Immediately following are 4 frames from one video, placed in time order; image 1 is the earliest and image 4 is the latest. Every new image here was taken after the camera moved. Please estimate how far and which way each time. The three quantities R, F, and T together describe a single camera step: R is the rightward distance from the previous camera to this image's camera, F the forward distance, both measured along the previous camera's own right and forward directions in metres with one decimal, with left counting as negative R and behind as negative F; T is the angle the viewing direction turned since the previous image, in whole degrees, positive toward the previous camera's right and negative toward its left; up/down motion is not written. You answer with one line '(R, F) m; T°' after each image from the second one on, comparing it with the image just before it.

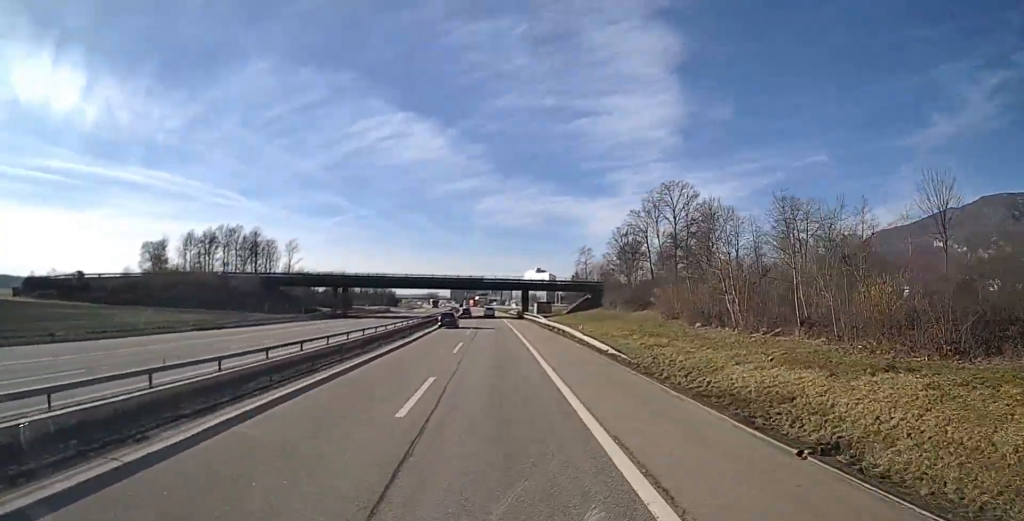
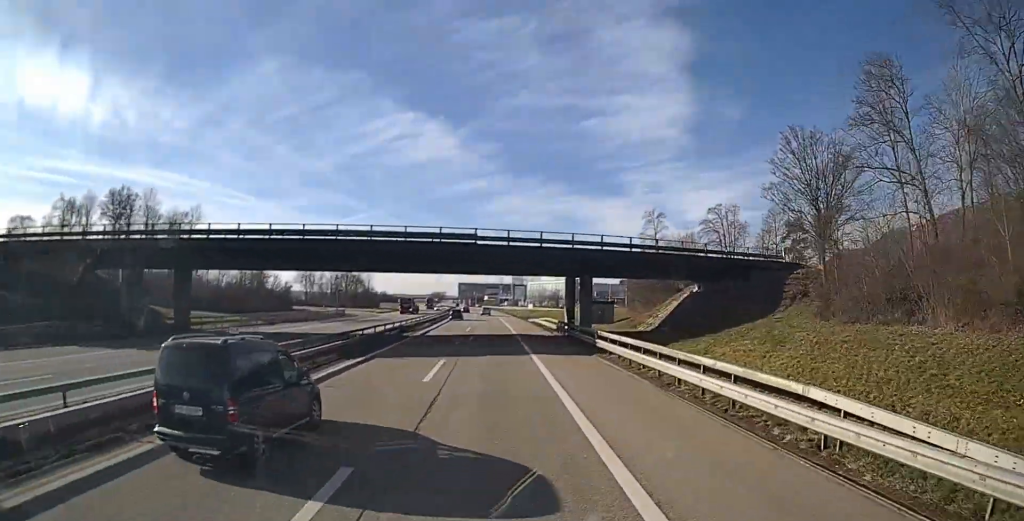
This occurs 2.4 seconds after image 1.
(-0.2, +55.0) m; -1°
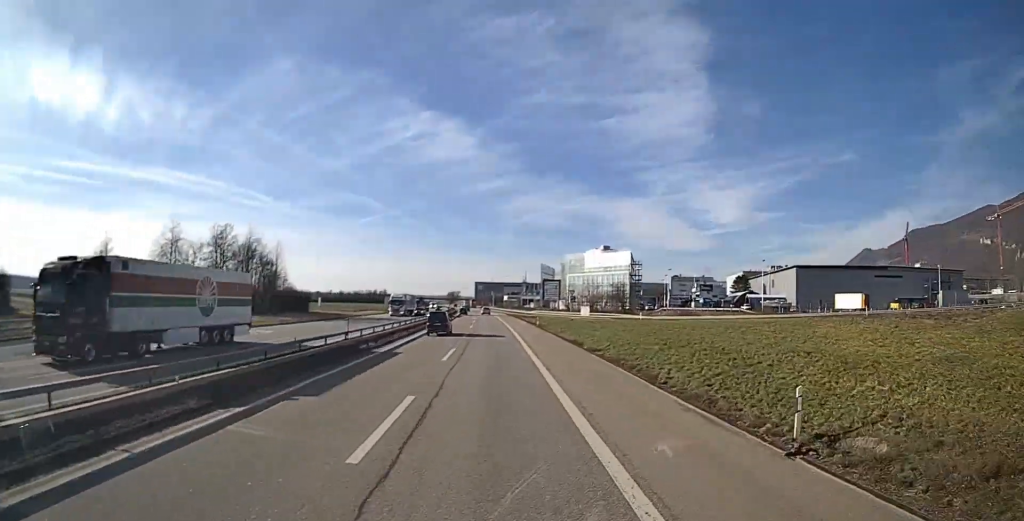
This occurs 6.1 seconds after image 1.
(-0.3, +84.1) m; -1°
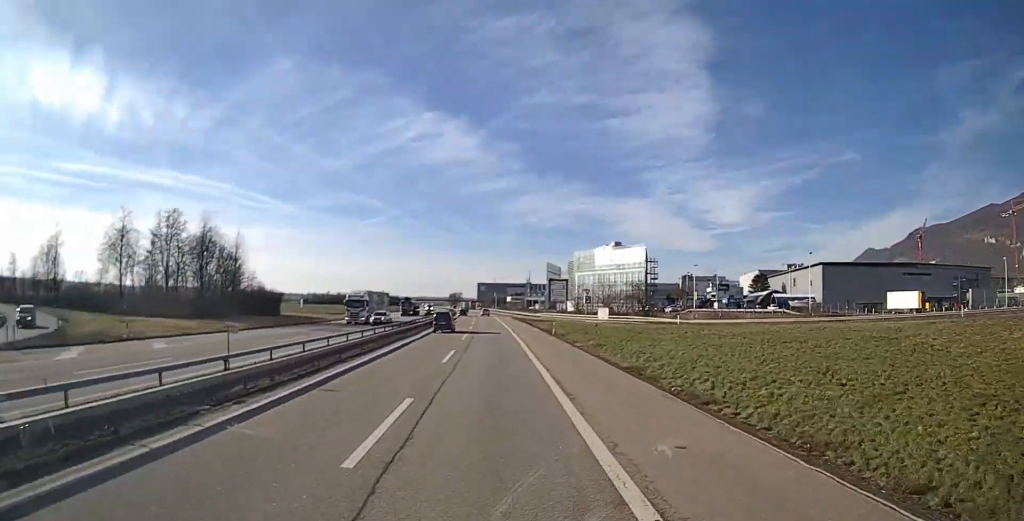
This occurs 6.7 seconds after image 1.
(-0.1, +14.5) m; -1°
